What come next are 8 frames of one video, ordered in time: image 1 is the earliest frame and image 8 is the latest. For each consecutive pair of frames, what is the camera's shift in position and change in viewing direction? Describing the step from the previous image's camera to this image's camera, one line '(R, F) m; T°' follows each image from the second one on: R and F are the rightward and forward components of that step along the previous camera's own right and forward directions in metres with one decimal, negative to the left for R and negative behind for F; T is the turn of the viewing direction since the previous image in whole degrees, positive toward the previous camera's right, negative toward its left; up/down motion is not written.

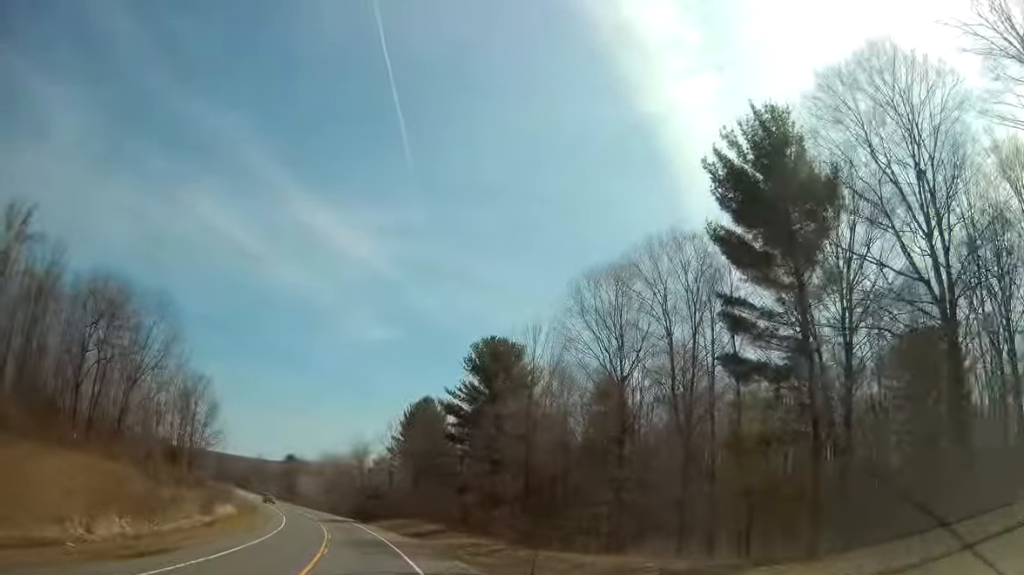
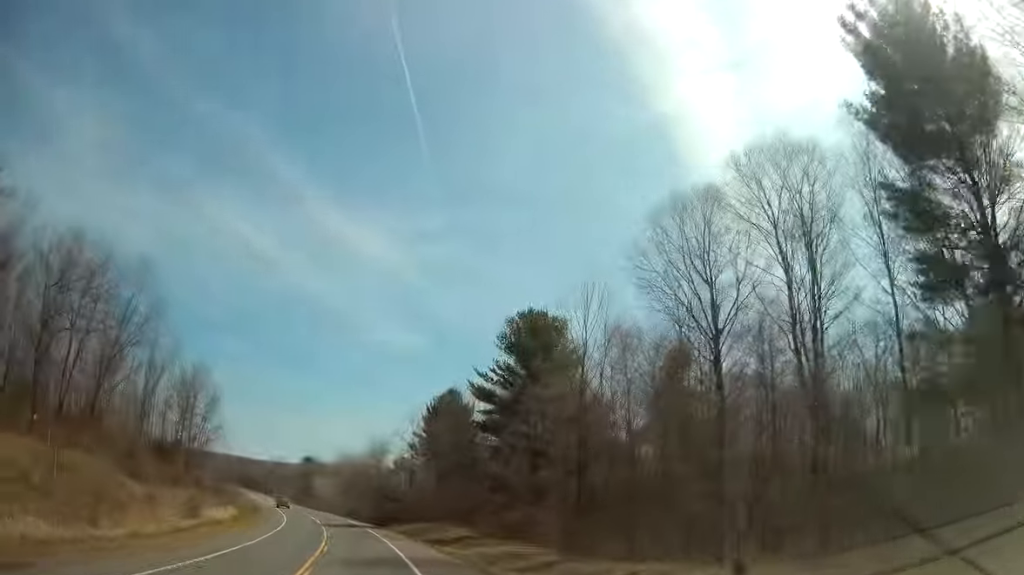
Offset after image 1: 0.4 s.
(-0.2, +10.9) m; -2°
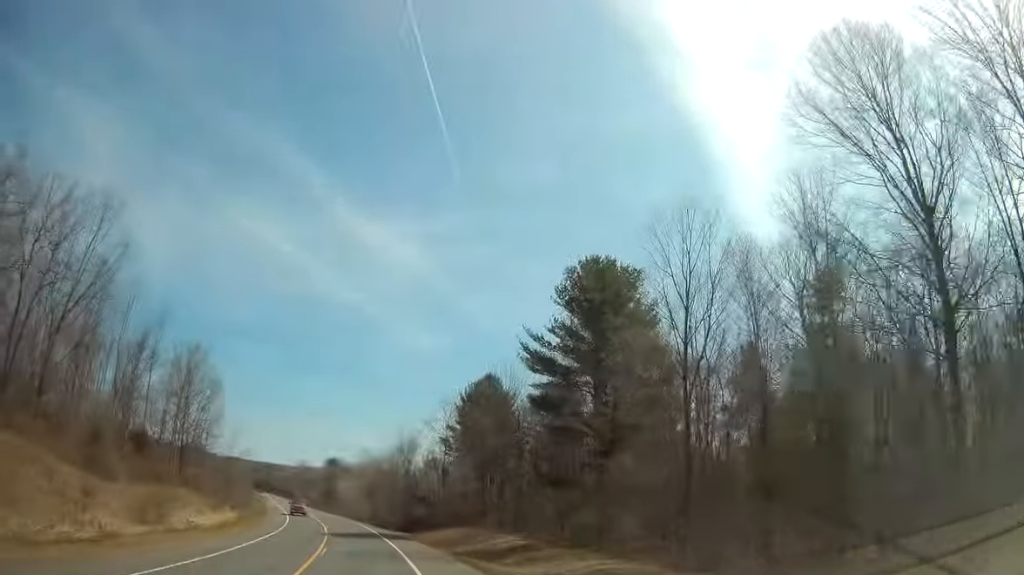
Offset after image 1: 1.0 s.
(-0.3, +14.1) m; -2°
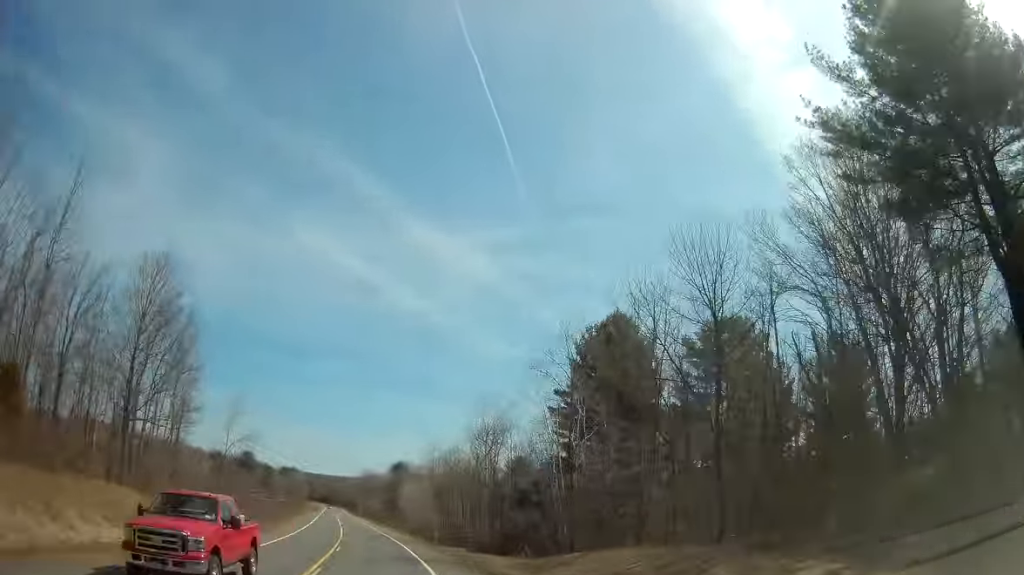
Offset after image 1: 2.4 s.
(-1.9, +33.7) m; -7°
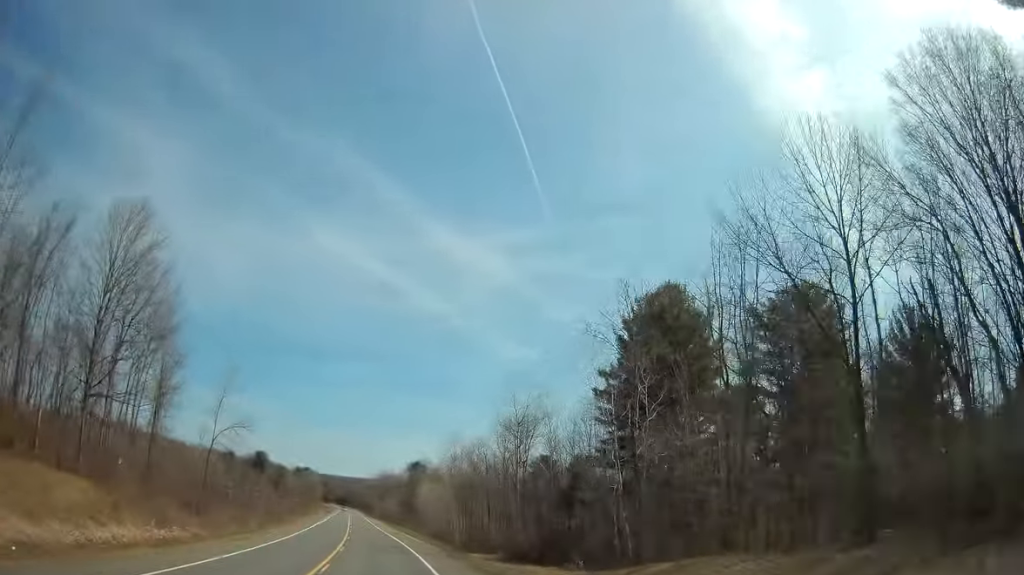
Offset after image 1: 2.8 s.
(-0.2, +9.8) m; -2°
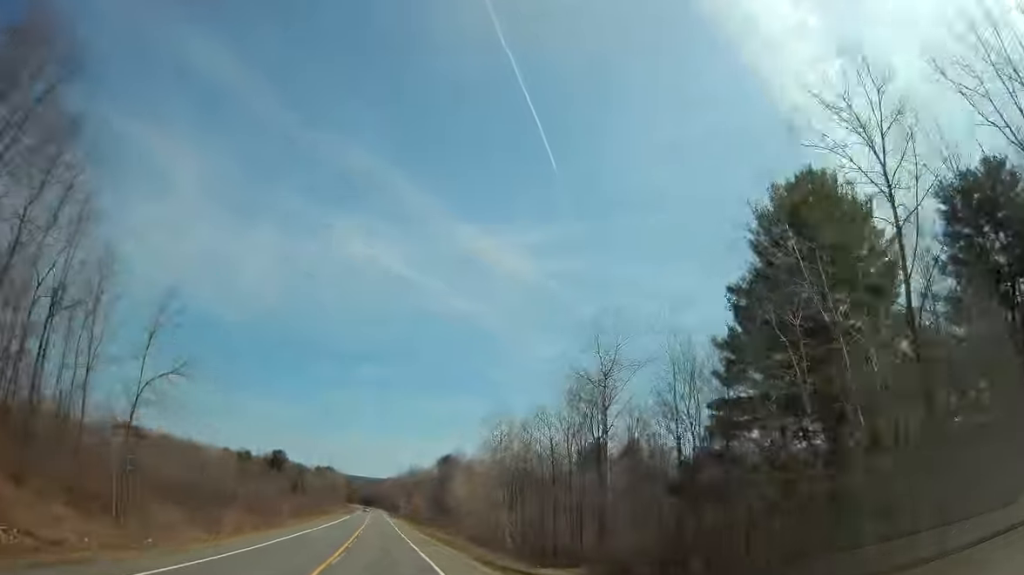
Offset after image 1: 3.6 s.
(-0.8, +21.2) m; -3°
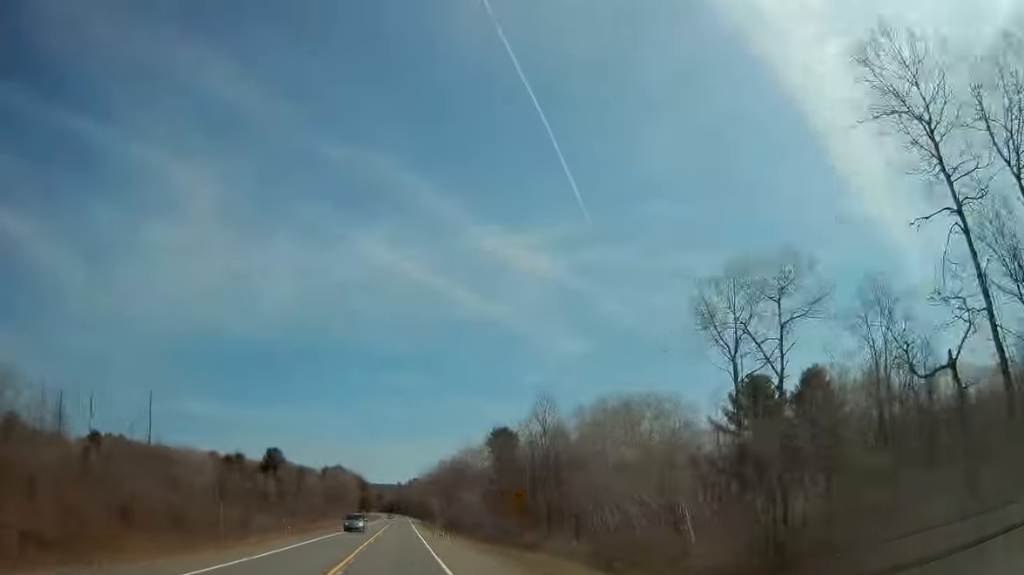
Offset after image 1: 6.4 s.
(-3.9, +66.5) m; -5°
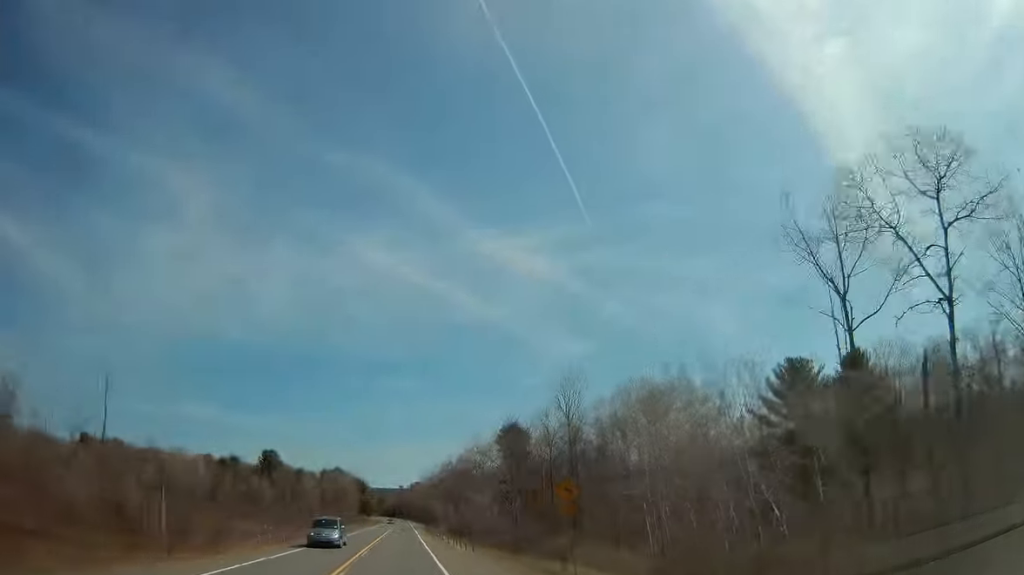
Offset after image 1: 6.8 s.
(0.0, +10.6) m; 0°
